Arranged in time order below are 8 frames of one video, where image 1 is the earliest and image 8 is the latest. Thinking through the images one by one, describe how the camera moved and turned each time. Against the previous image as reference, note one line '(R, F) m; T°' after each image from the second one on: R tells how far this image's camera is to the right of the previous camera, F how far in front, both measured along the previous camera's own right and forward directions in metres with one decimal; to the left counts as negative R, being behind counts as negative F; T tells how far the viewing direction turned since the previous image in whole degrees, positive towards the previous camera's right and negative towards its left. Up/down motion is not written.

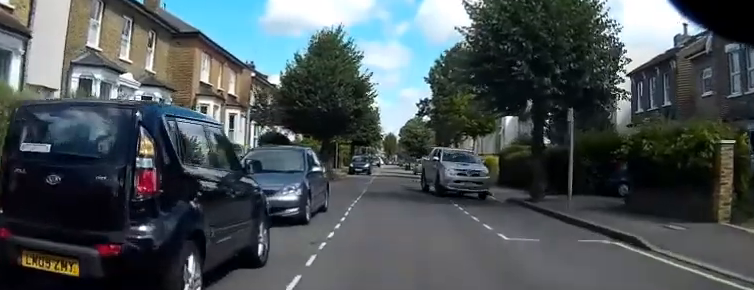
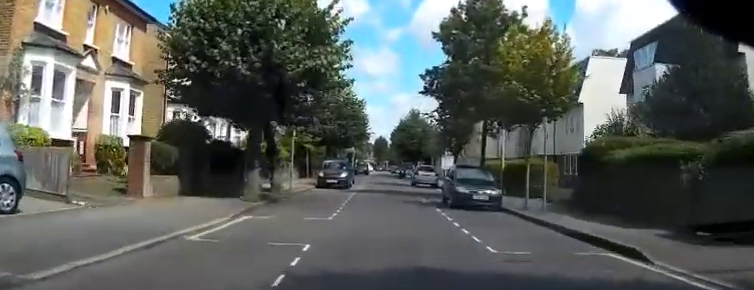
(+0.1, +15.4) m; +1°
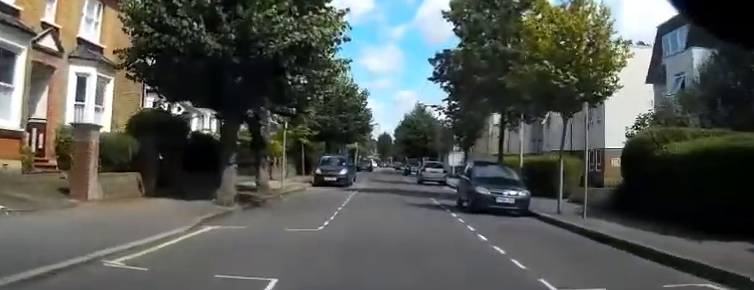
(+0.1, +3.0) m; 0°
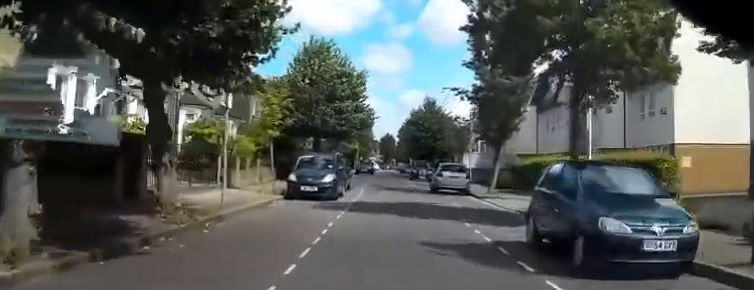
(-0.2, +9.2) m; -1°
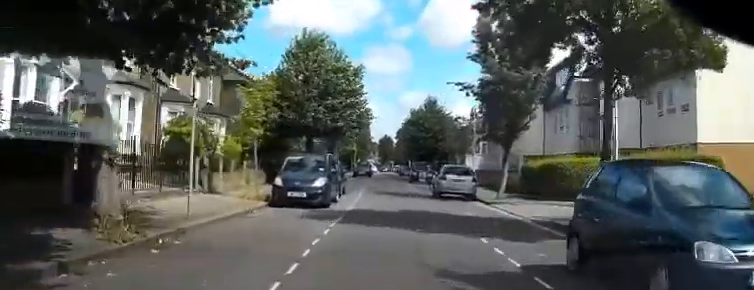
(0.0, +2.6) m; 0°
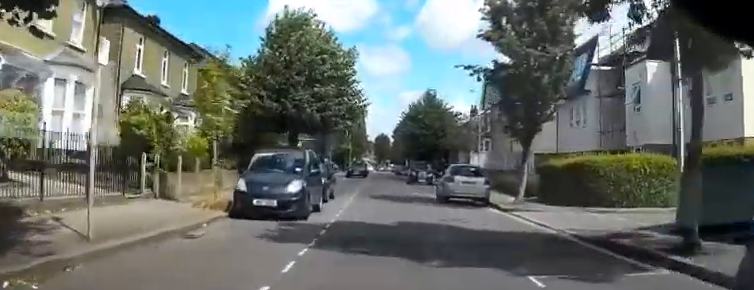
(0.0, +4.4) m; 0°
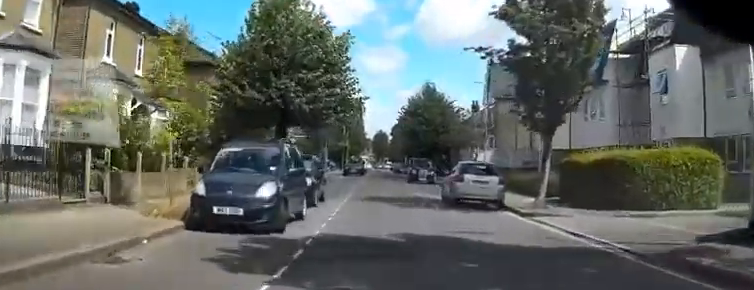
(0.0, +3.1) m; 0°
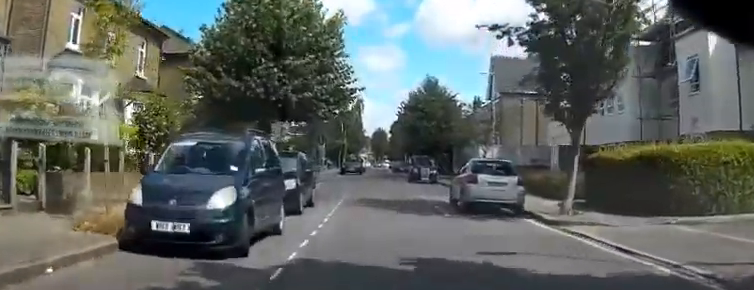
(0.0, +3.0) m; 0°
